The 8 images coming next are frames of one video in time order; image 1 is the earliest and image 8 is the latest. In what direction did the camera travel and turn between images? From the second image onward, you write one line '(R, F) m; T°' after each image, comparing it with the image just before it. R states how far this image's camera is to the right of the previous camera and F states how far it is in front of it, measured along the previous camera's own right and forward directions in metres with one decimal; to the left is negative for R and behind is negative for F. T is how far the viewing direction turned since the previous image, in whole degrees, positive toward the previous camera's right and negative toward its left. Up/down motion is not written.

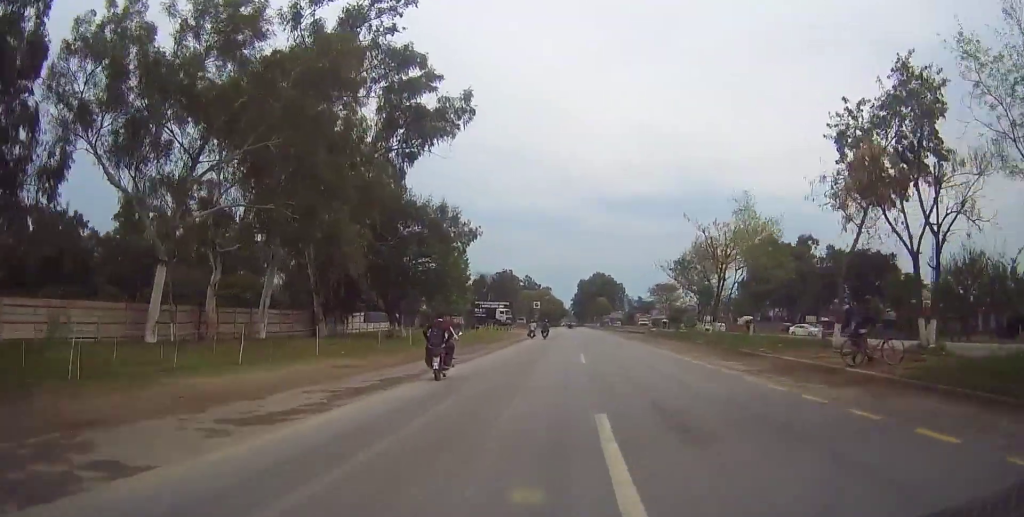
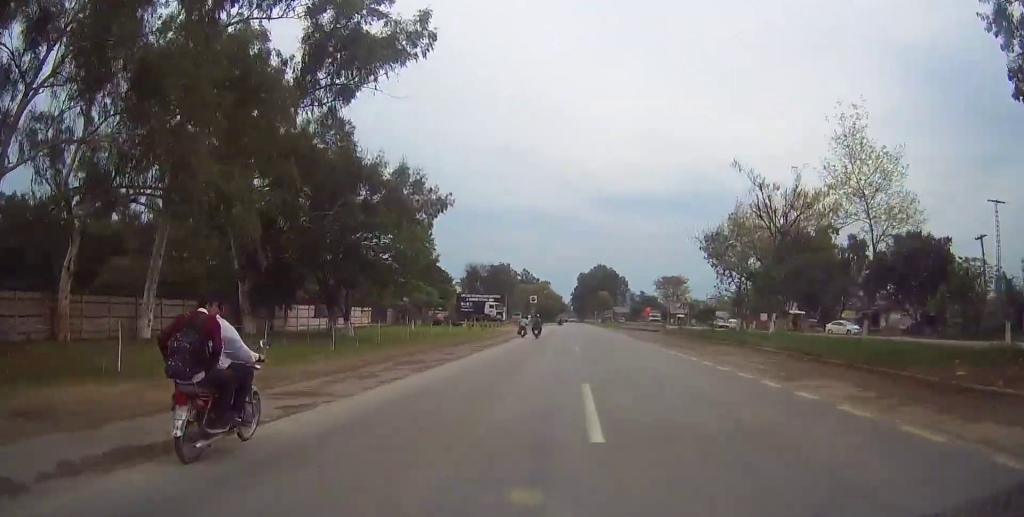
(0.0, +13.5) m; 0°
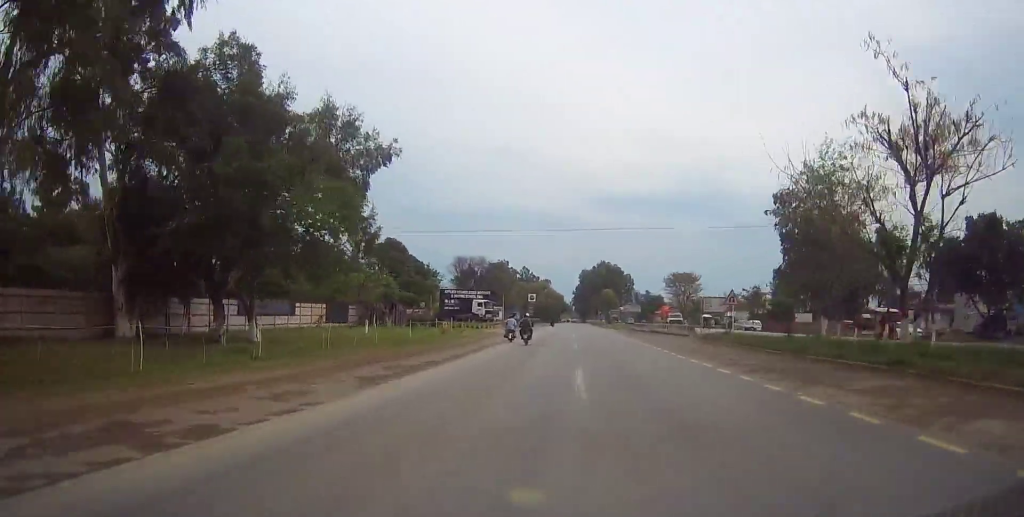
(0.0, +14.4) m; 0°
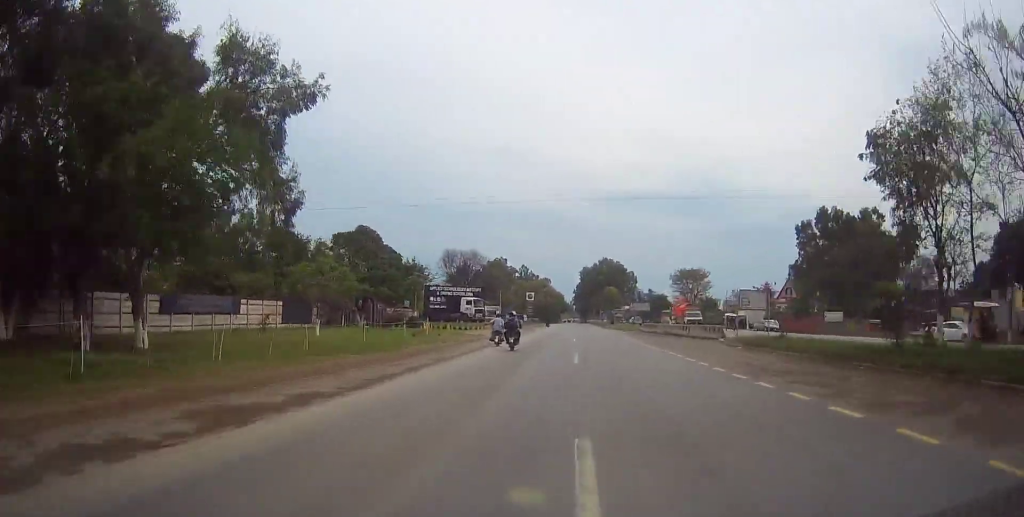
(0.0, +9.6) m; -1°
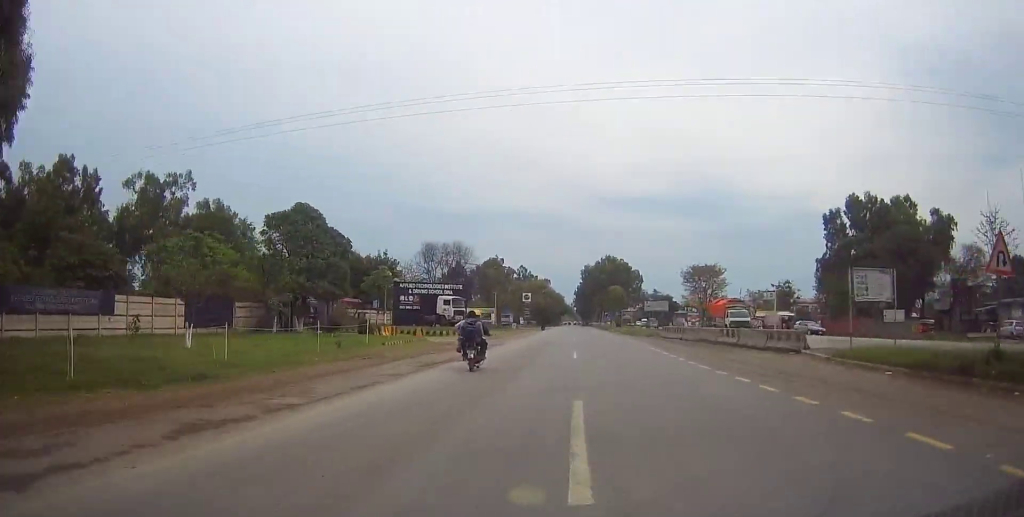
(+0.1, +14.4) m; -1°
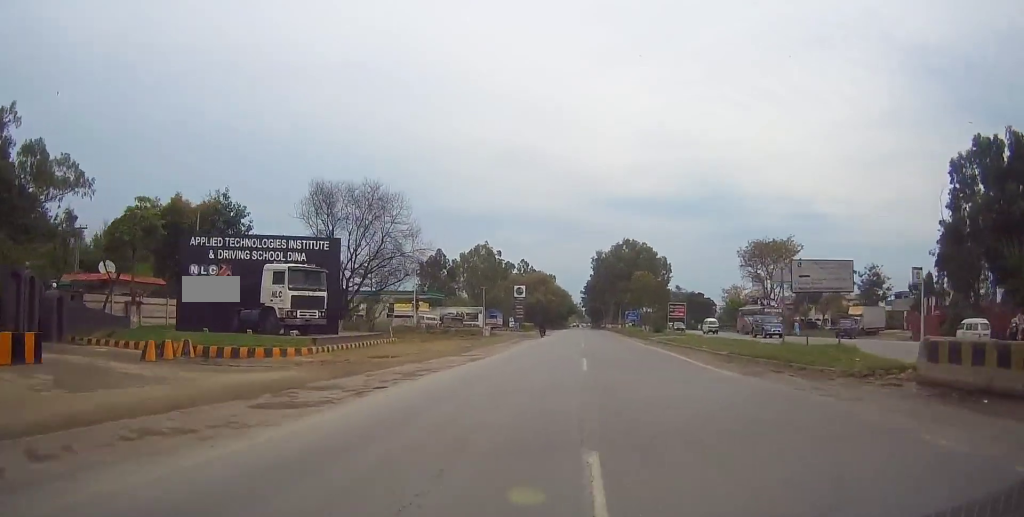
(-0.3, +40.4) m; +1°
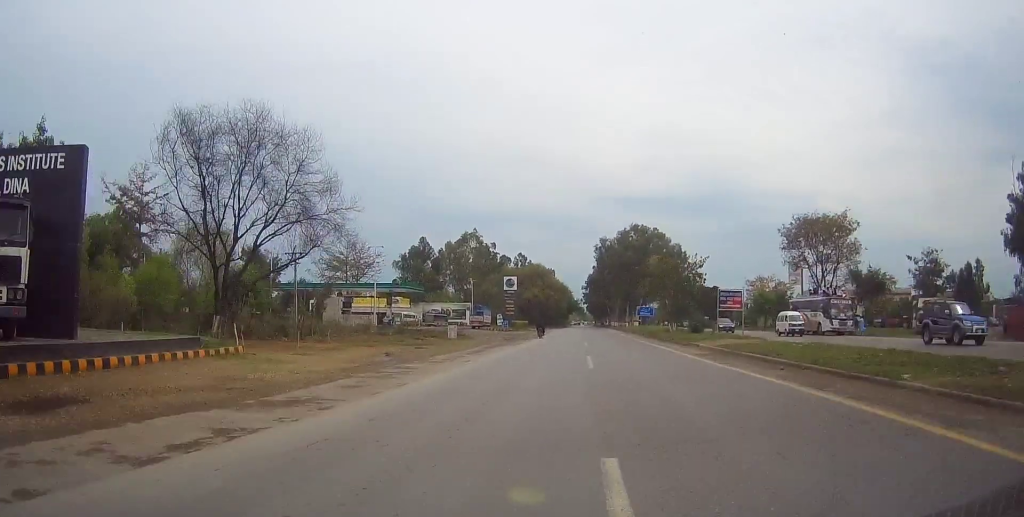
(+0.1, +18.2) m; +1°
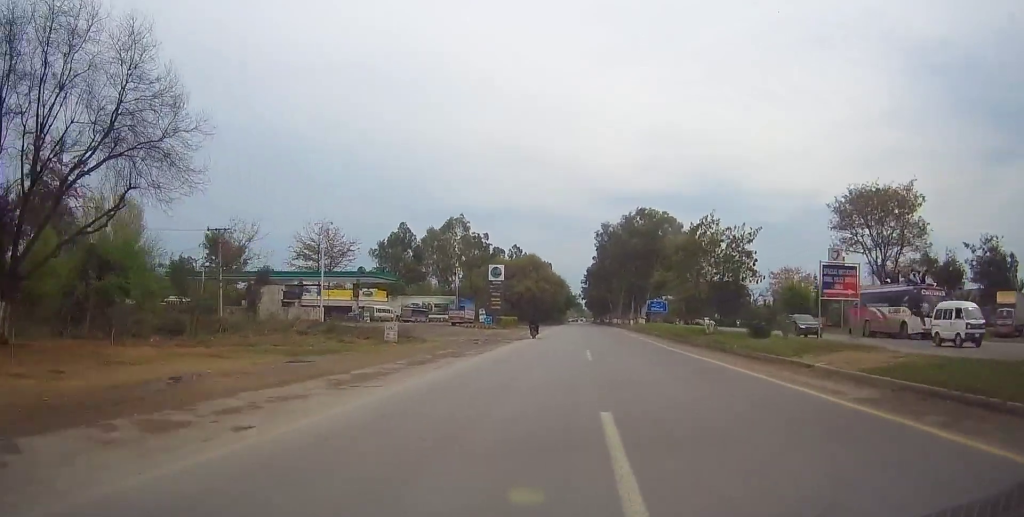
(0.0, +15.3) m; 0°
